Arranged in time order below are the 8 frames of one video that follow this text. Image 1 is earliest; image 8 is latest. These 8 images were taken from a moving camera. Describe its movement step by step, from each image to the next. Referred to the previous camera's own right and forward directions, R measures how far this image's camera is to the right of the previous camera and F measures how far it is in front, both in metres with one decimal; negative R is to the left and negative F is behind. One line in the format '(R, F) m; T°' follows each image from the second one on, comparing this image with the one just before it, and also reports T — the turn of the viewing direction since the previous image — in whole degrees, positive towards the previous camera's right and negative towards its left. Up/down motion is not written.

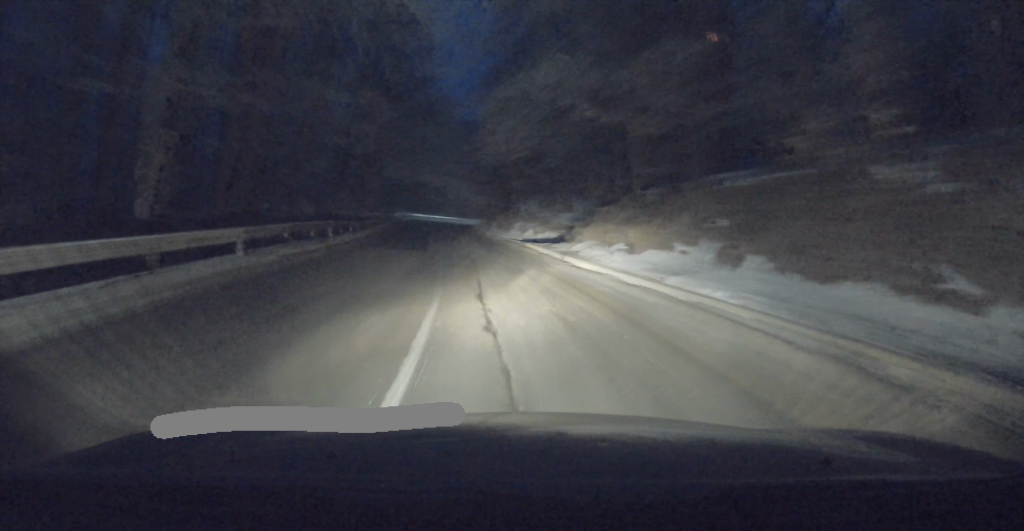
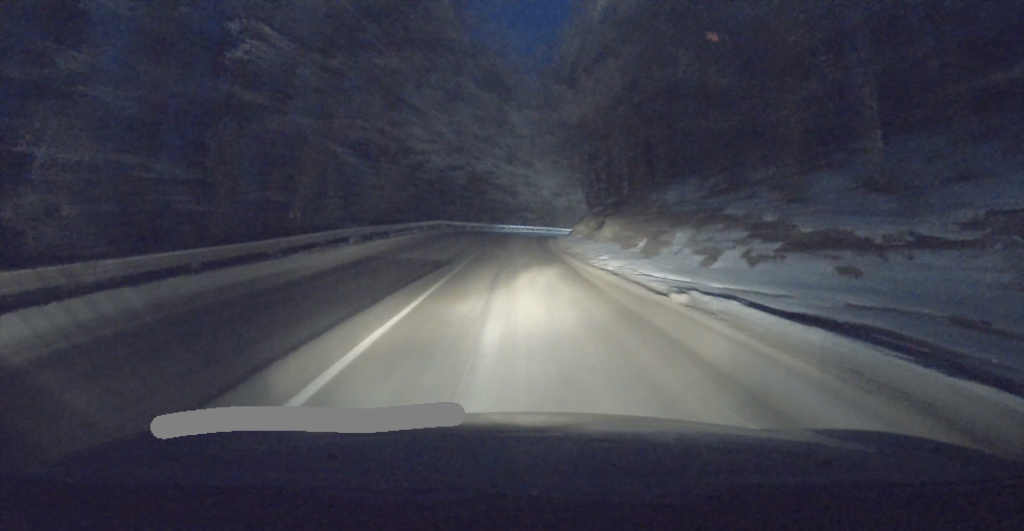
(-2.2, +32.2) m; -6°
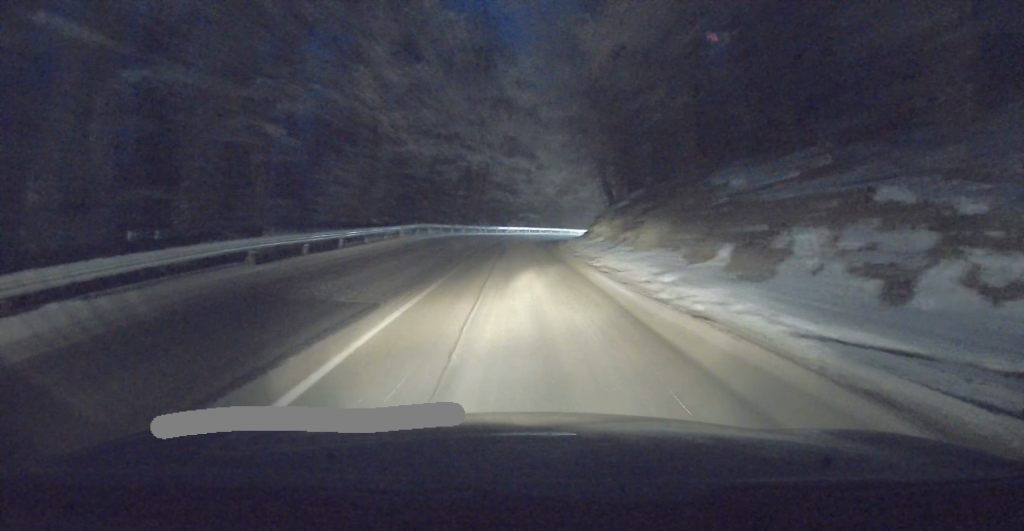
(0.0, +9.1) m; 0°
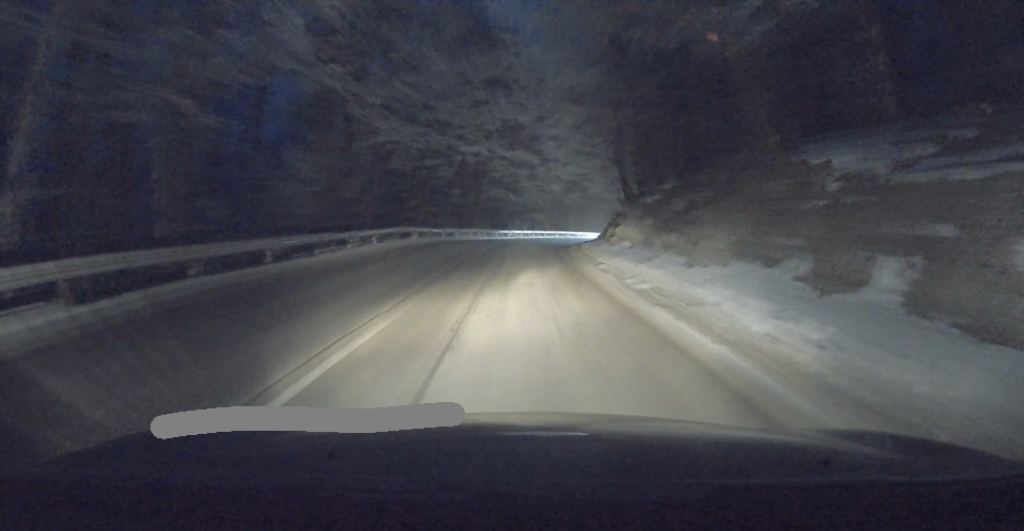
(0.0, +6.5) m; 0°
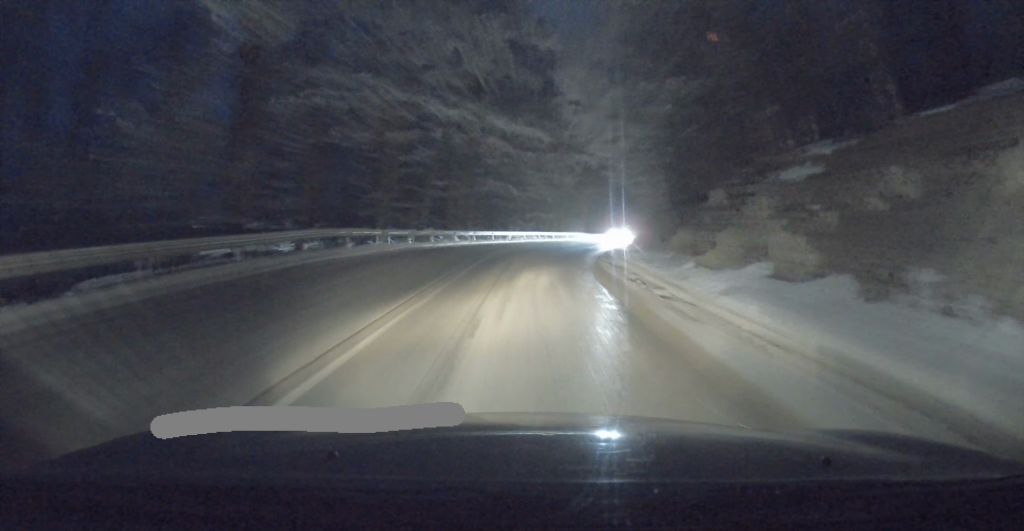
(0.0, +13.2) m; +2°
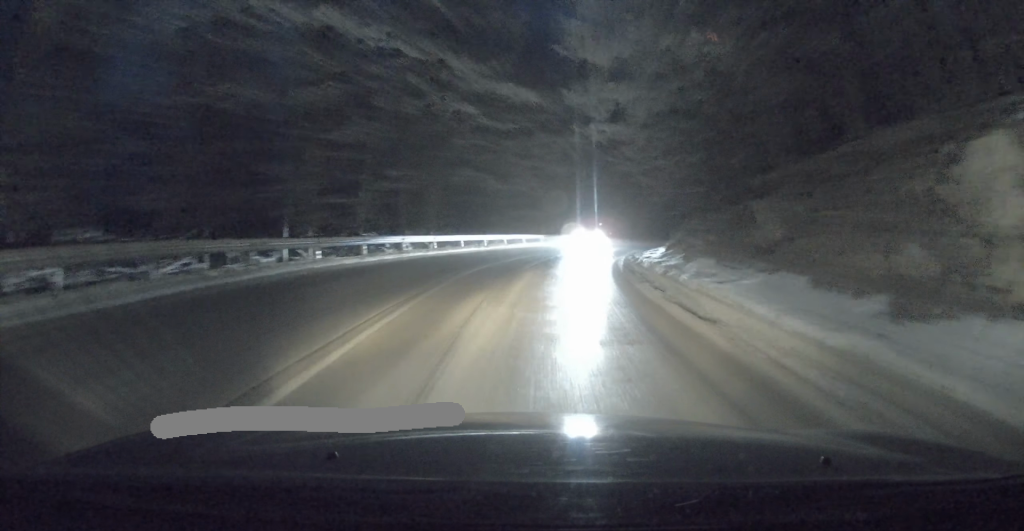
(+0.3, +10.7) m; +3°
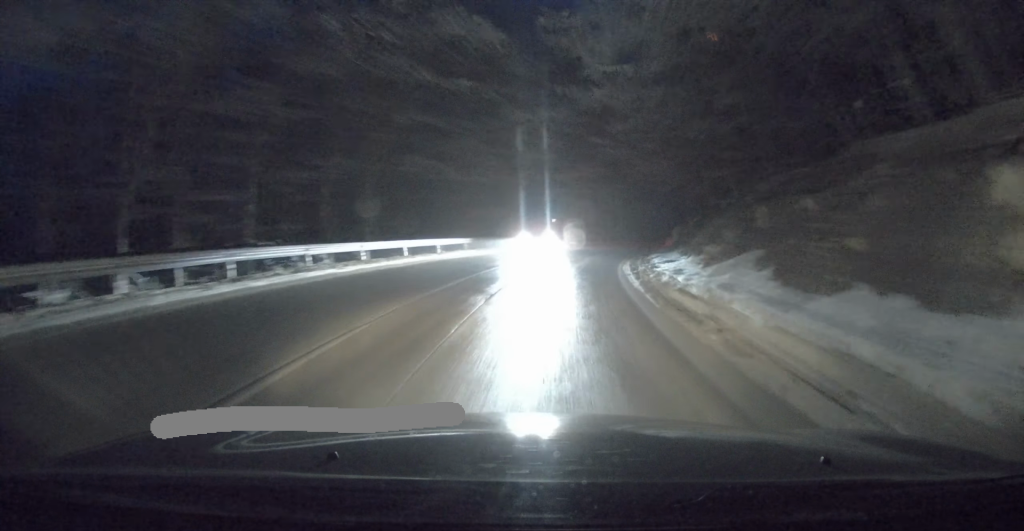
(+0.2, +8.1) m; +3°
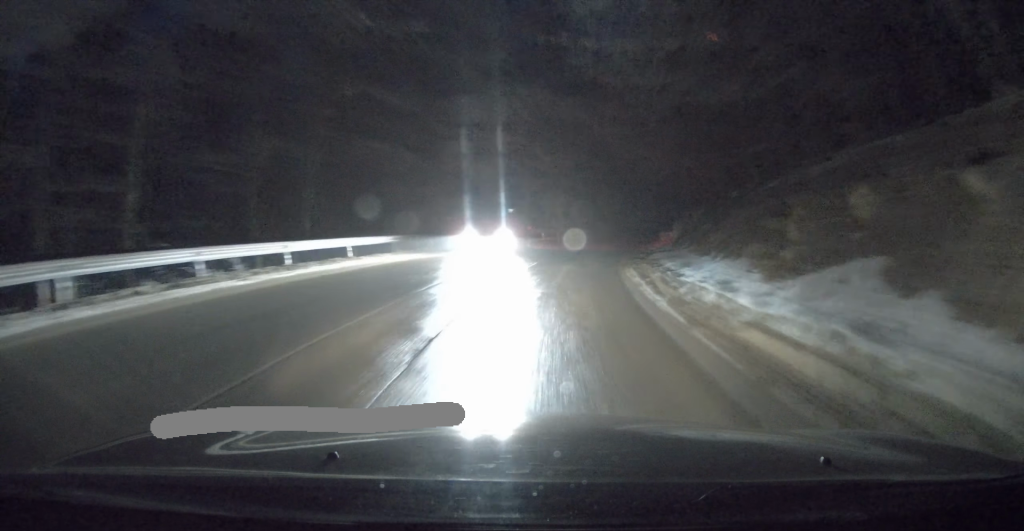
(+0.1, +4.8) m; +2°
